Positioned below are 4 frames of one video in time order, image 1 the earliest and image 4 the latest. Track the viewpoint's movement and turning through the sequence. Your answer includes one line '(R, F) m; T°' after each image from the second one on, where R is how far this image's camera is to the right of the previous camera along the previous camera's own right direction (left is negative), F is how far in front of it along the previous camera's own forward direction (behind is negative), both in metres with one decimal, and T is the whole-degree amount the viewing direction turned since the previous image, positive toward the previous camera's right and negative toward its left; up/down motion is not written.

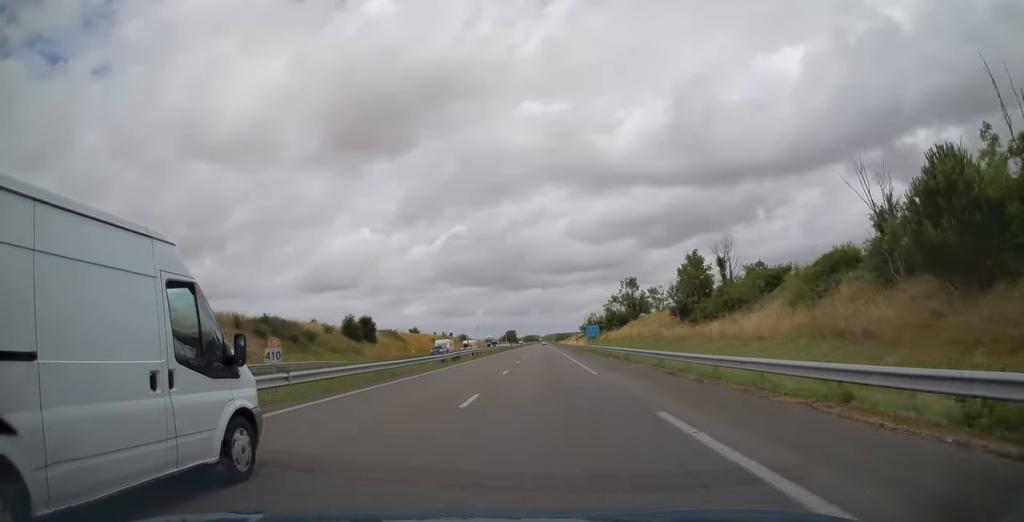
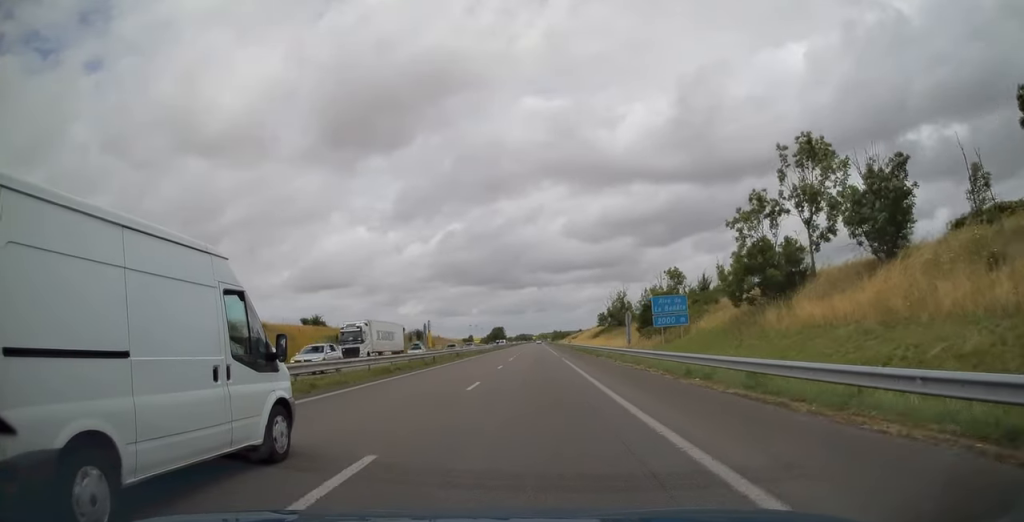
(-0.2, +73.5) m; 0°
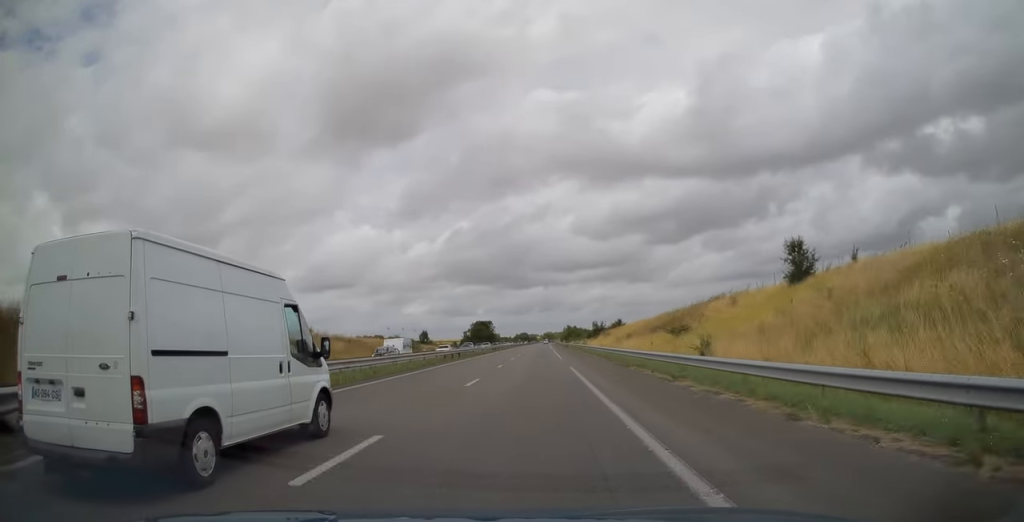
(-0.1, +115.4) m; 0°
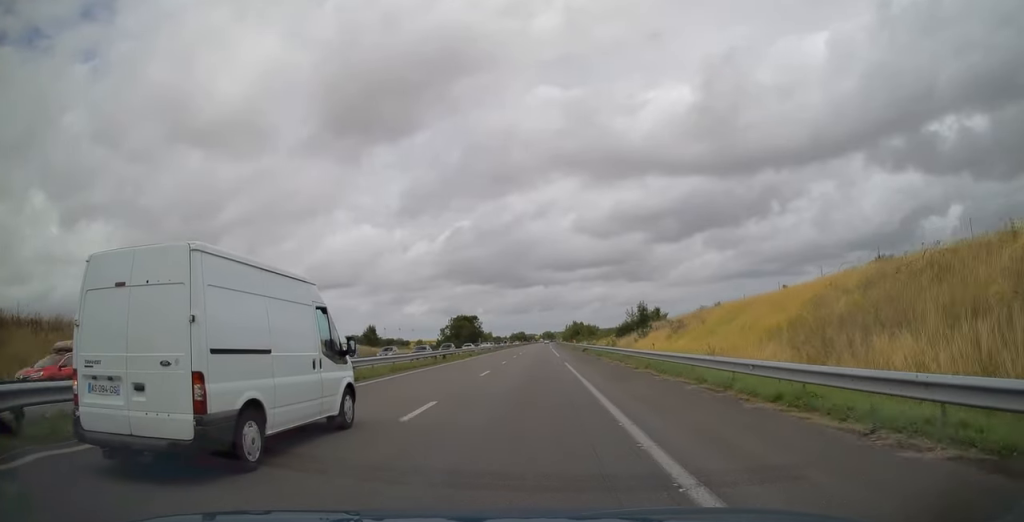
(0.0, +47.5) m; 0°
